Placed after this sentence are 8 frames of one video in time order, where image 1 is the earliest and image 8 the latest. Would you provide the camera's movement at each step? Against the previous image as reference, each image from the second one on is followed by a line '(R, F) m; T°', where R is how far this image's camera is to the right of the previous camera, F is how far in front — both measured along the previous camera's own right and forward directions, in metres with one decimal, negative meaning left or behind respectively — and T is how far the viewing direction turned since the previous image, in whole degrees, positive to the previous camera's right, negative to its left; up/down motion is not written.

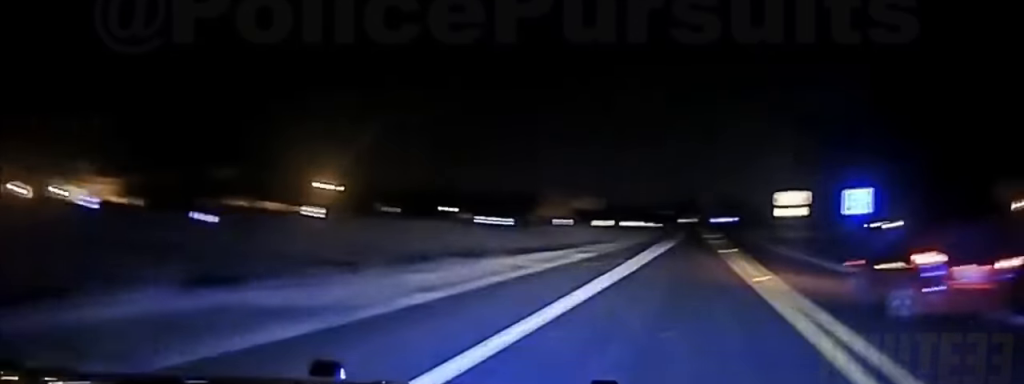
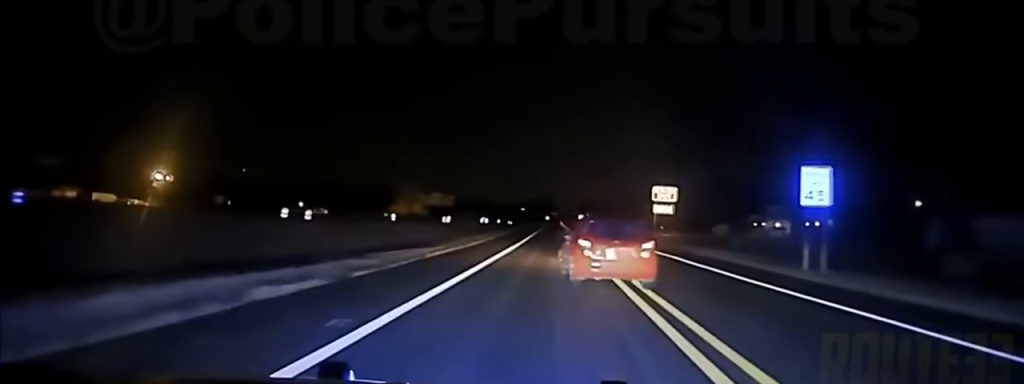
(+2.1, +22.9) m; +6°
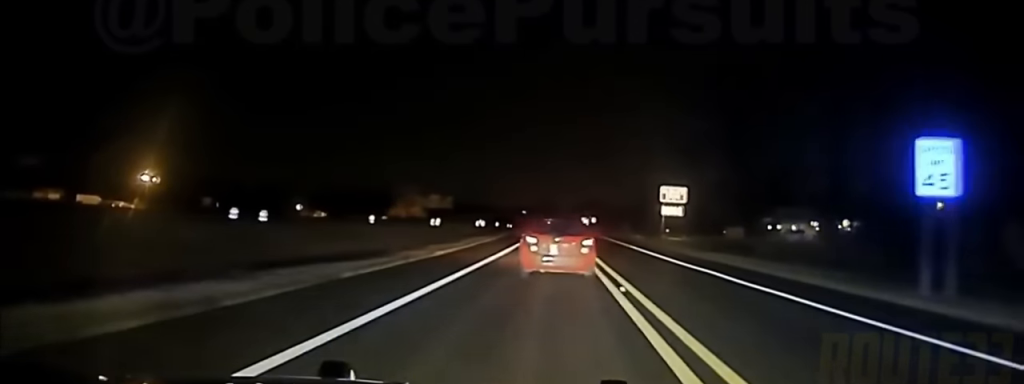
(+0.2, +12.0) m; 0°
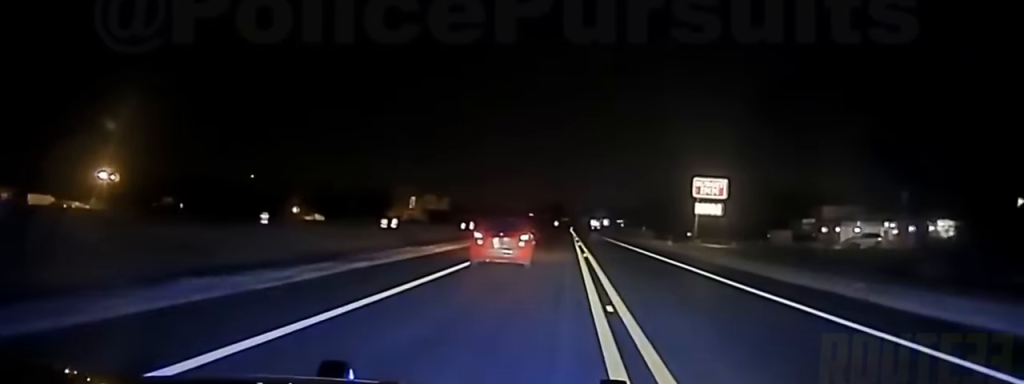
(-0.5, +32.9) m; -1°
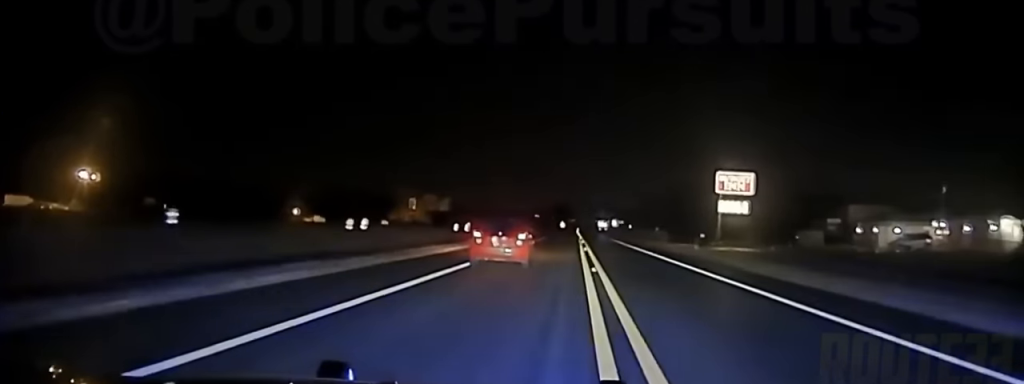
(0.0, +13.7) m; 0°
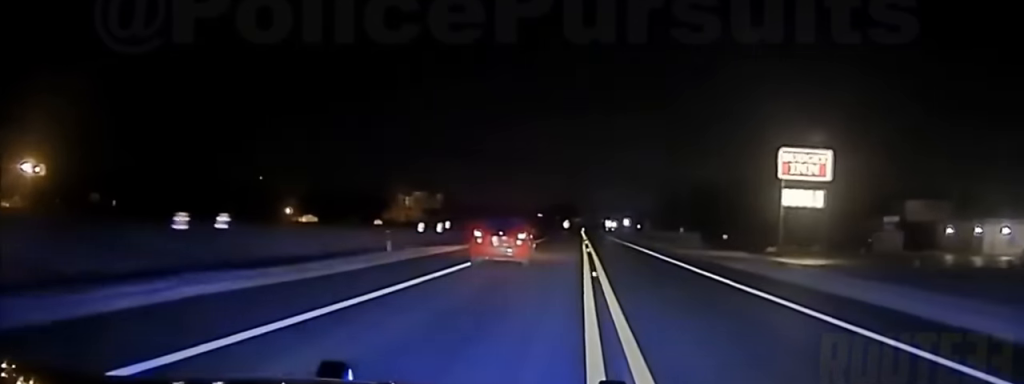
(0.0, +30.6) m; 0°
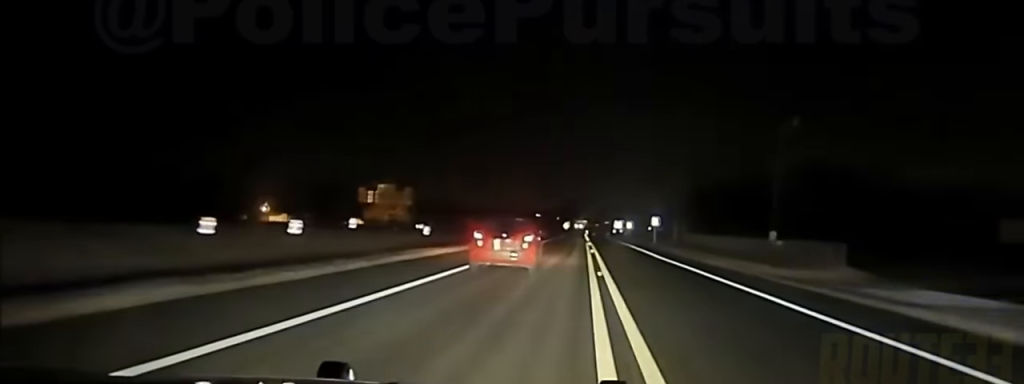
(+0.7, +52.5) m; +1°
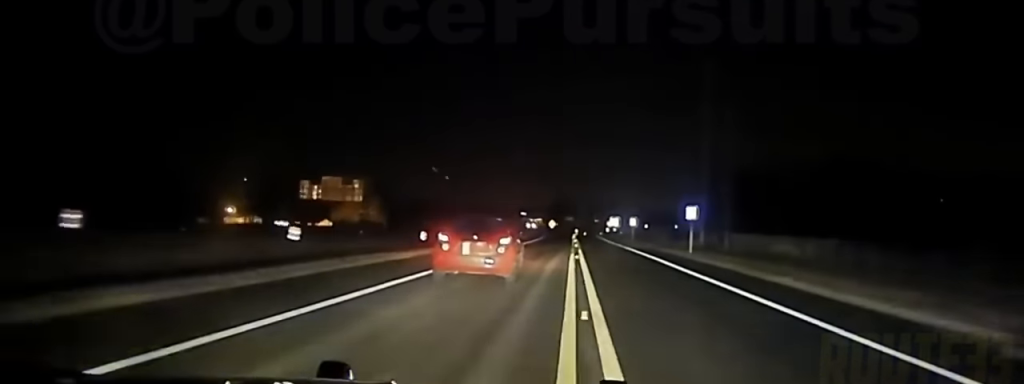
(-0.1, +34.6) m; -1°
